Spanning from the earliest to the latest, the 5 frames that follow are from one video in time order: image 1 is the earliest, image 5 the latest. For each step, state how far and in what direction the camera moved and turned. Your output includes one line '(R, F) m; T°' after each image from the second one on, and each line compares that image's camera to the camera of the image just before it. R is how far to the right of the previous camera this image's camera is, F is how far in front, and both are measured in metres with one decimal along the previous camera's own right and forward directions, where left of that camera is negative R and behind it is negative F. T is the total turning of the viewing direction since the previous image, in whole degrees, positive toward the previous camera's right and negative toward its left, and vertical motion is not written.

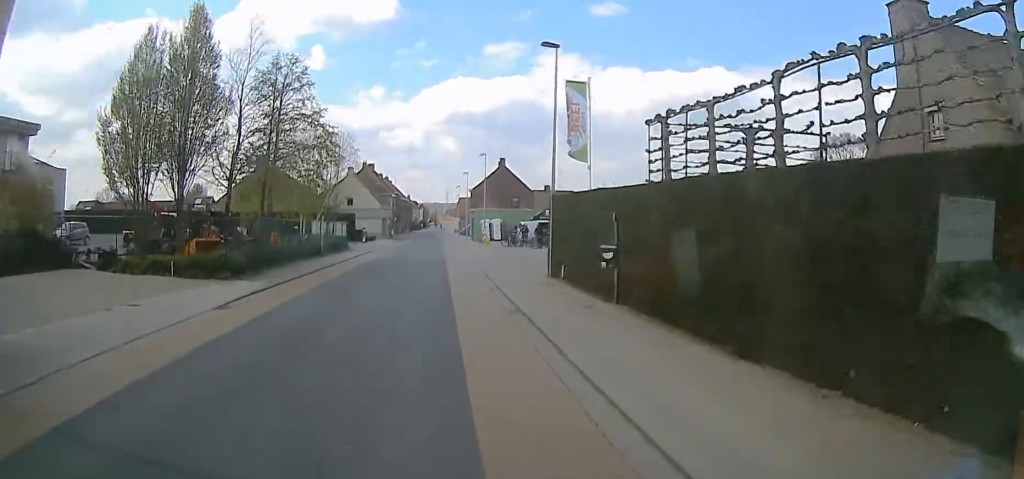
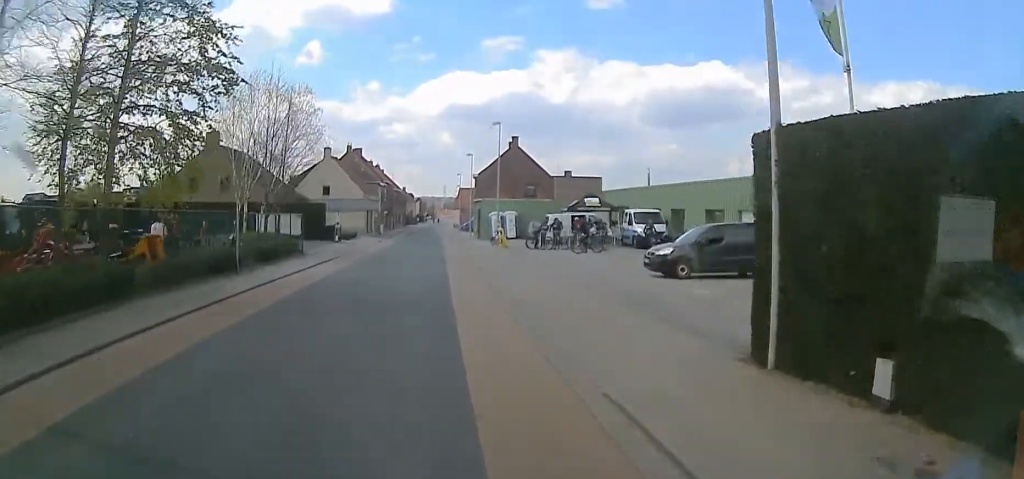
(+0.2, +16.3) m; +3°
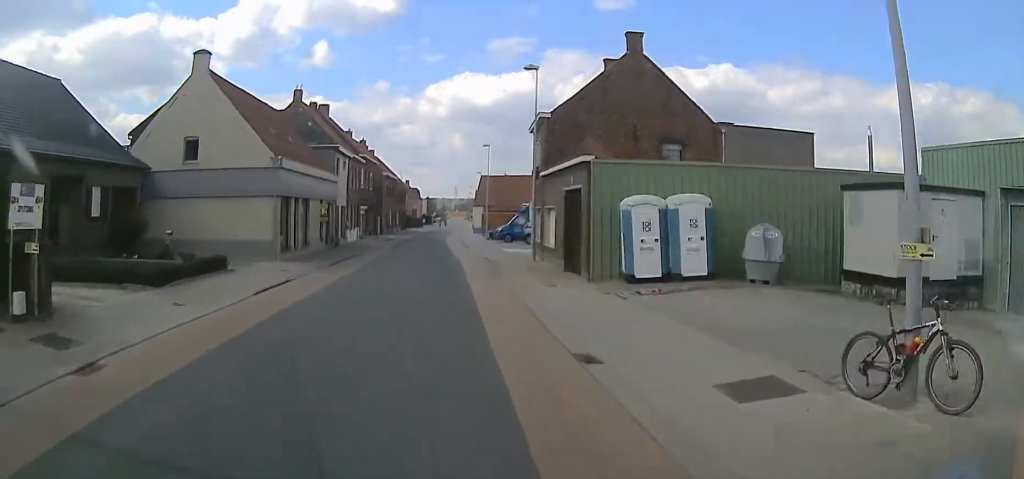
(-0.4, +39.8) m; -4°
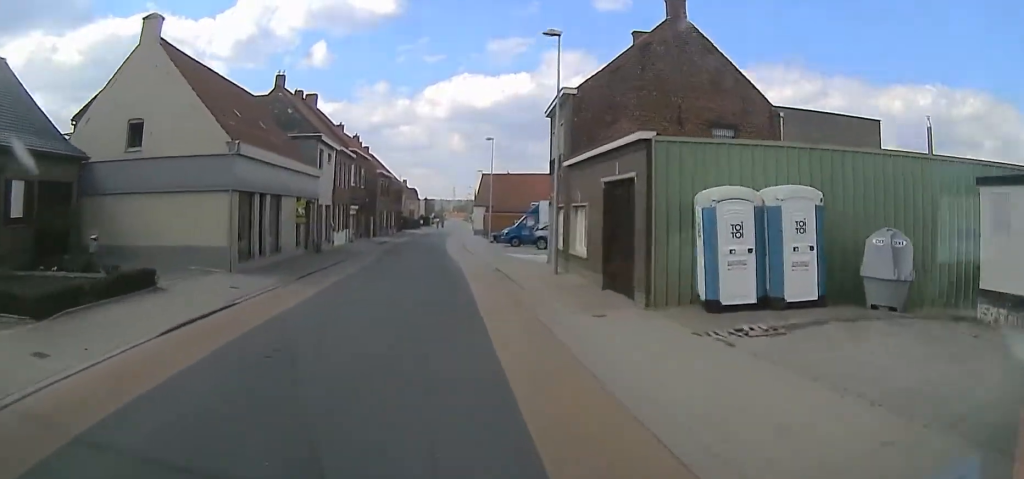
(0.0, +5.7) m; 0°
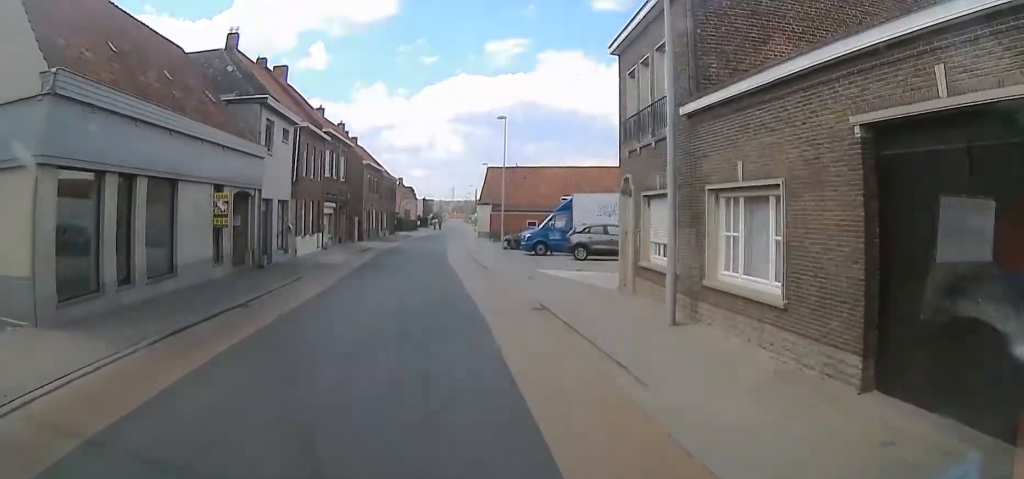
(0.0, +11.4) m; -1°
